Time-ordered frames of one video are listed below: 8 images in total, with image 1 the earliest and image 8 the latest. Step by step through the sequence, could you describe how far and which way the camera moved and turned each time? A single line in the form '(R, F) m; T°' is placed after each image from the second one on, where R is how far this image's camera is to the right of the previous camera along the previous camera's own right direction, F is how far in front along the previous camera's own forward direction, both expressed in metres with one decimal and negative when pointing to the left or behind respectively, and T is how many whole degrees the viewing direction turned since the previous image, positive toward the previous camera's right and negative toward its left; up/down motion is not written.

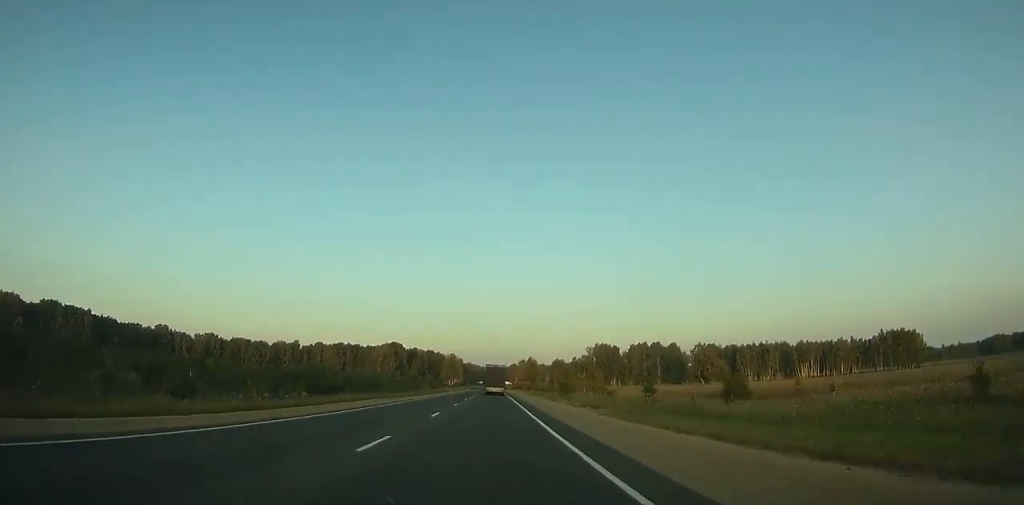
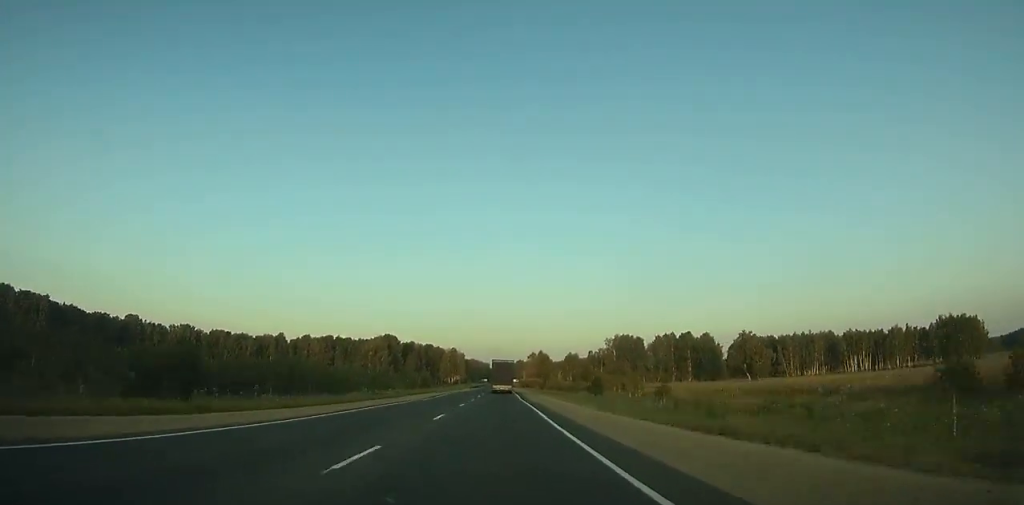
(0.0, +37.1) m; 0°
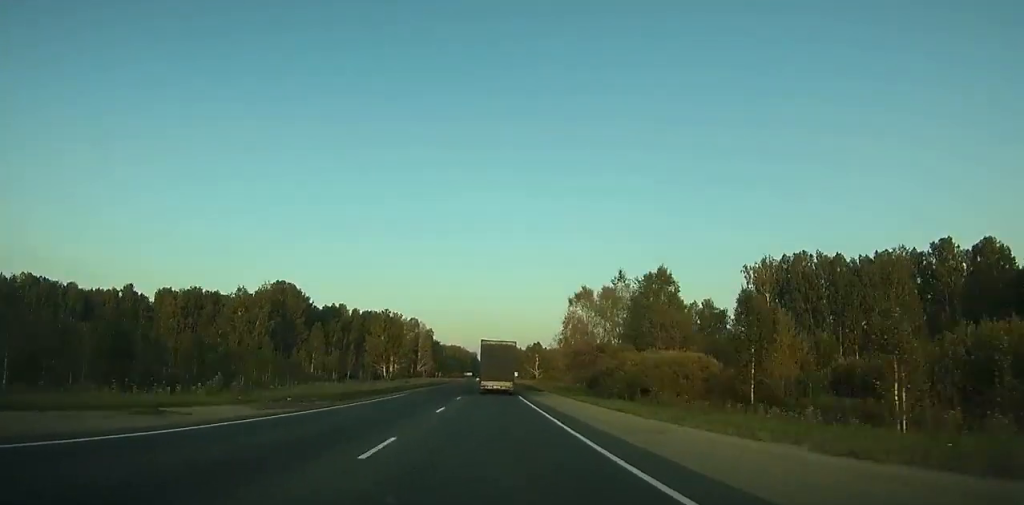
(+1.2, +150.0) m; +1°
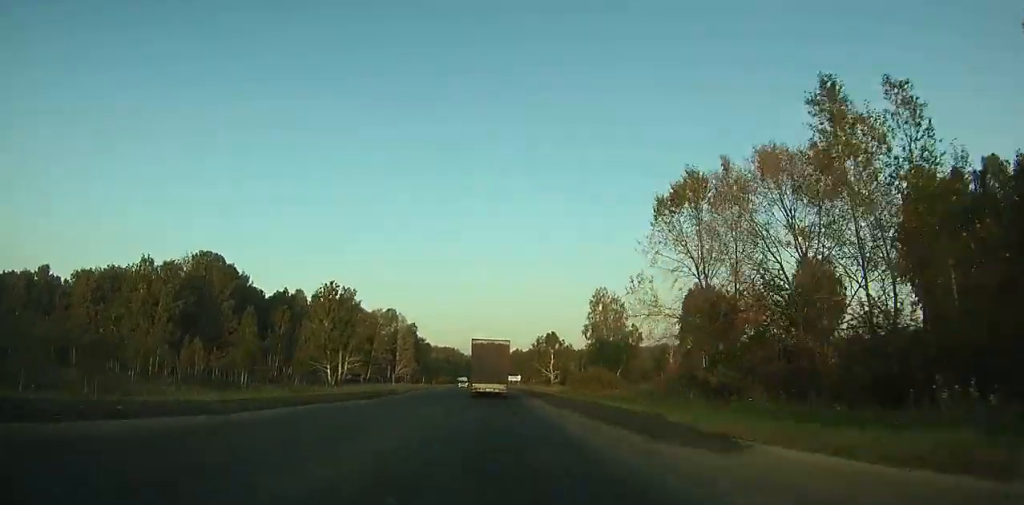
(0.0, +48.6) m; 0°
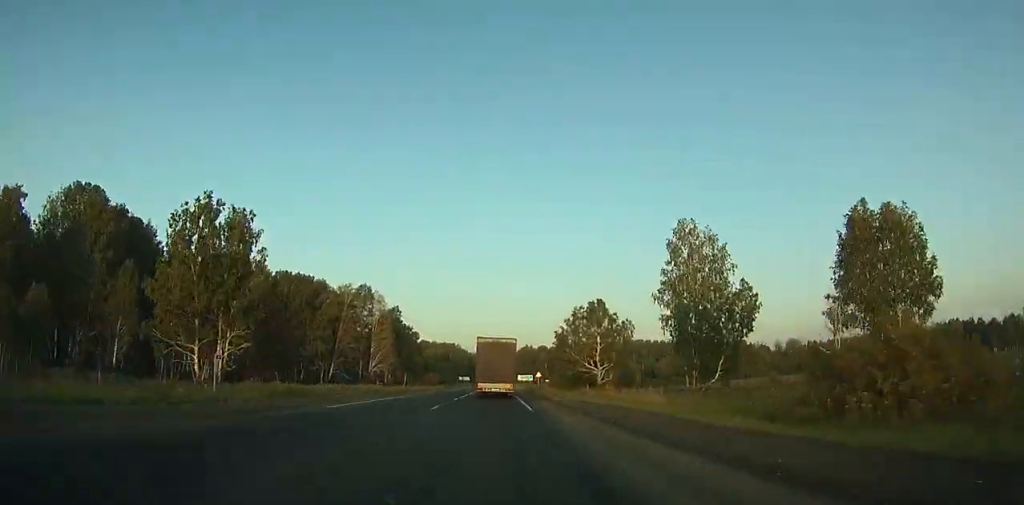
(0.0, +49.0) m; 0°
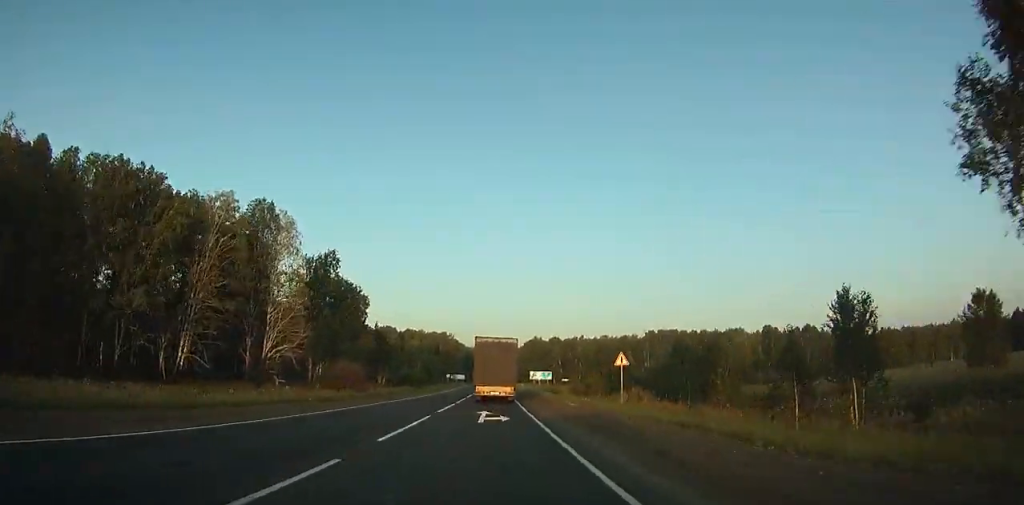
(+0.1, +65.8) m; 0°
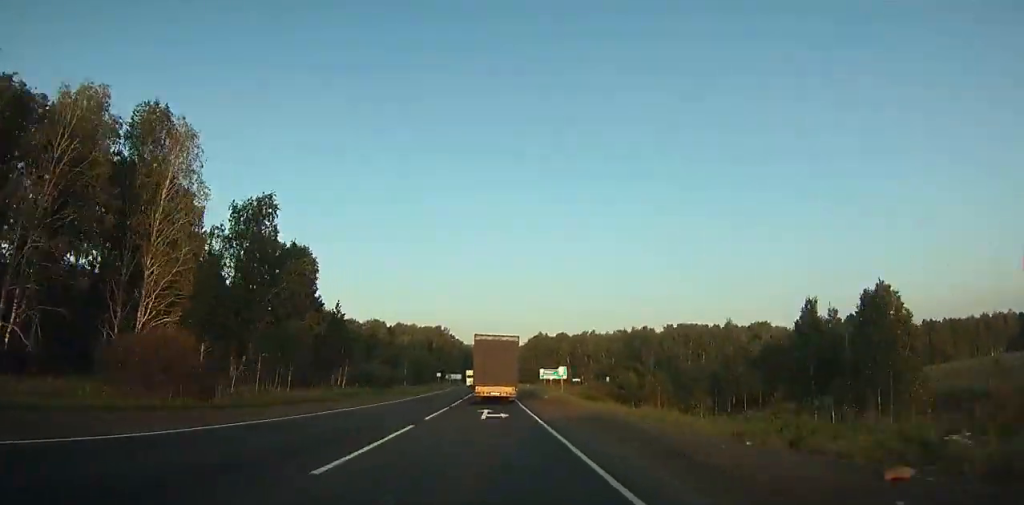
(0.0, +26.8) m; 0°
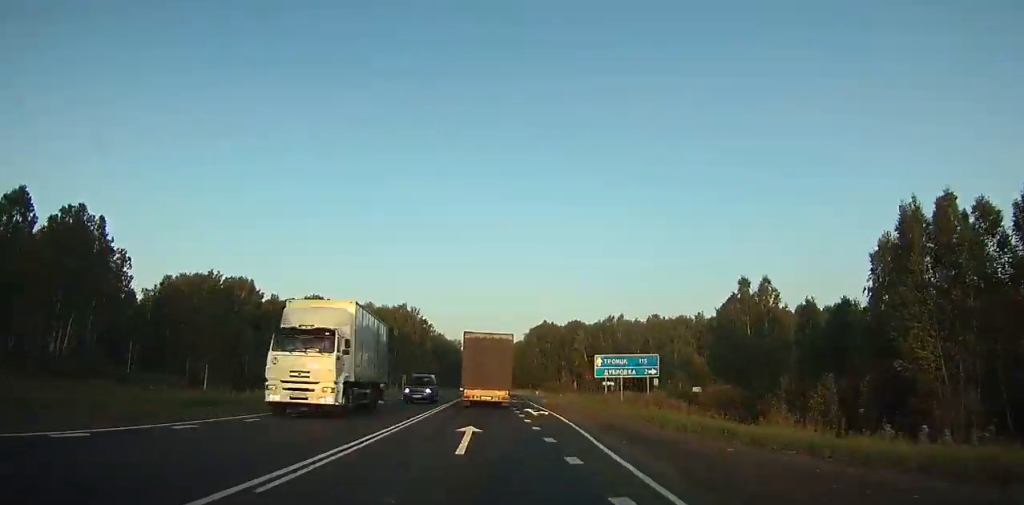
(+0.2, +63.5) m; -1°
